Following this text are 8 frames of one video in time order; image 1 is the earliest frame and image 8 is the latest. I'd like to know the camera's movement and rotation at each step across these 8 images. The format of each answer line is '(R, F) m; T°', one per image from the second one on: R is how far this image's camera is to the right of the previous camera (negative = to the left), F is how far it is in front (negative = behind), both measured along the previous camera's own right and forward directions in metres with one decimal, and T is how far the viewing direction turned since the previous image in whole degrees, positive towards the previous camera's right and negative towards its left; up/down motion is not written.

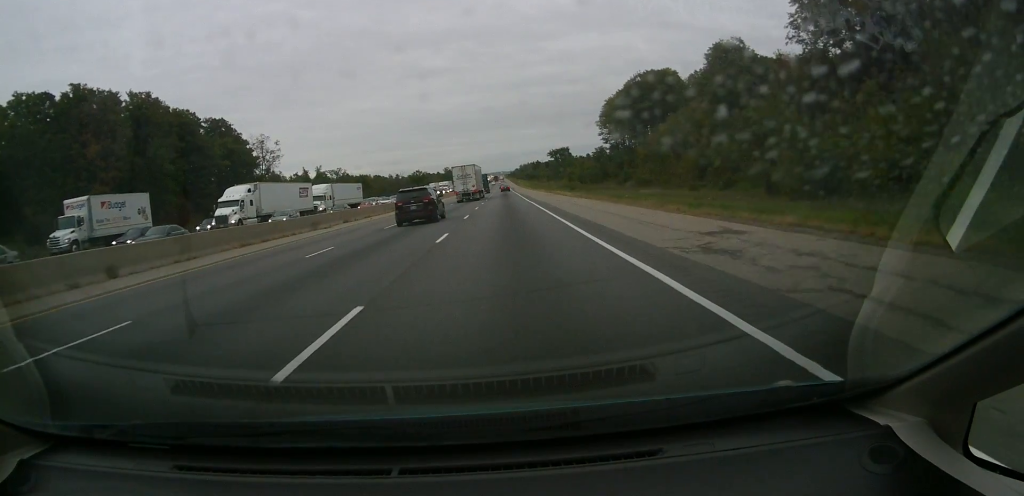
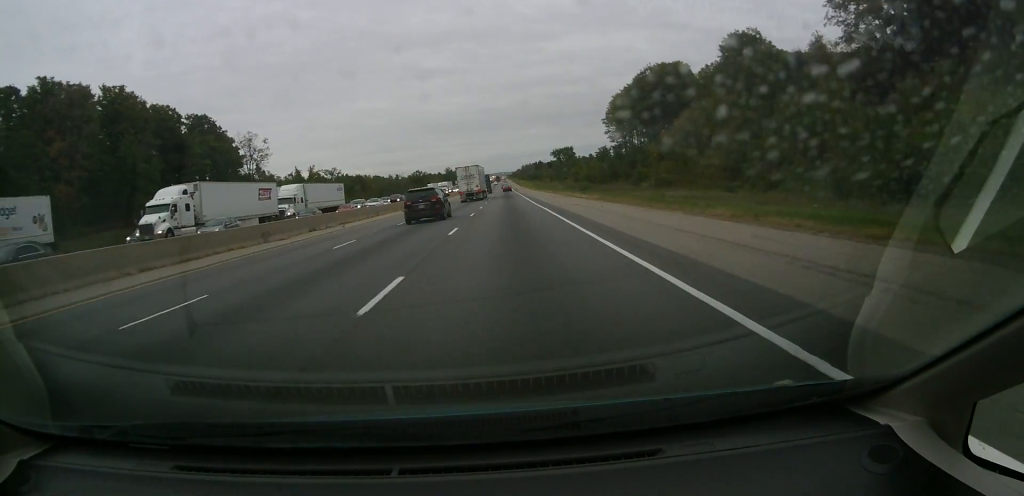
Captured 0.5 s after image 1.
(+0.1, +9.5) m; 0°
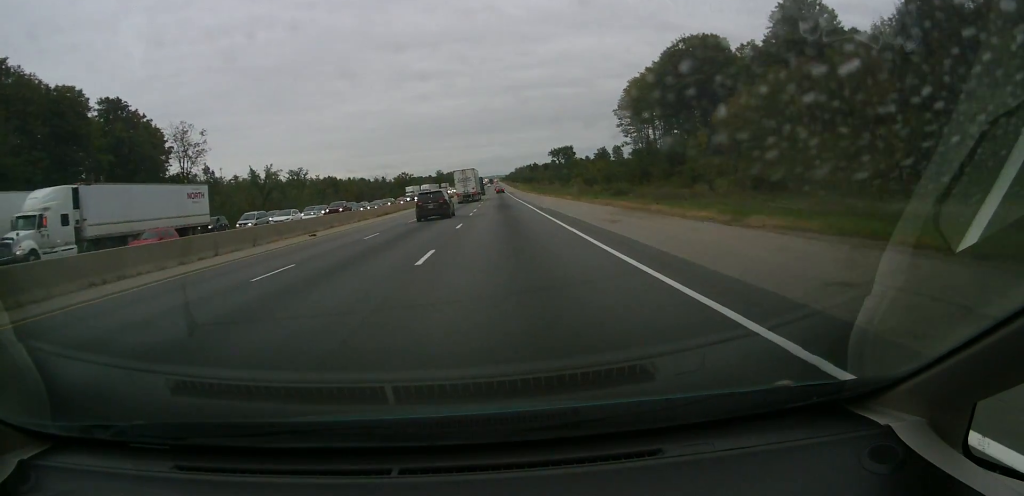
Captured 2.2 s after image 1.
(-1.5, +30.6) m; -2°
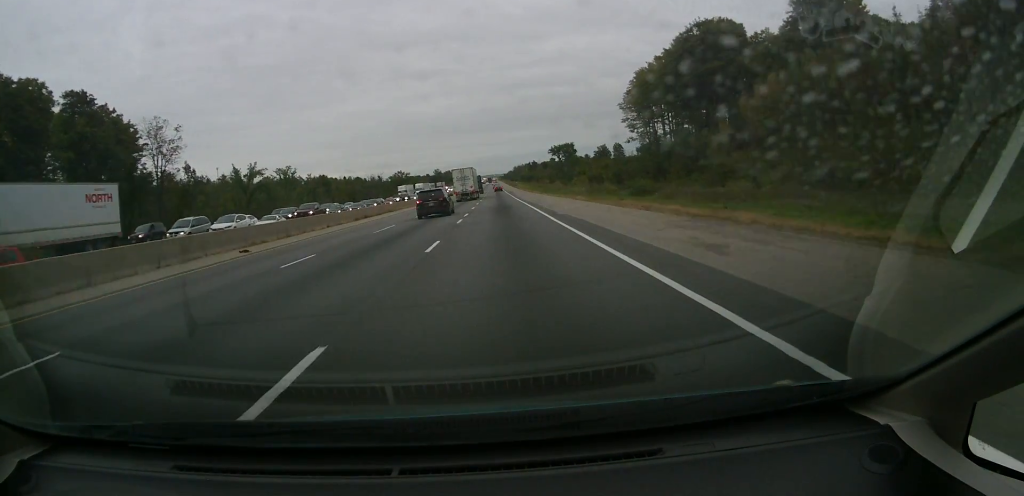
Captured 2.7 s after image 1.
(+0.2, +9.5) m; +1°
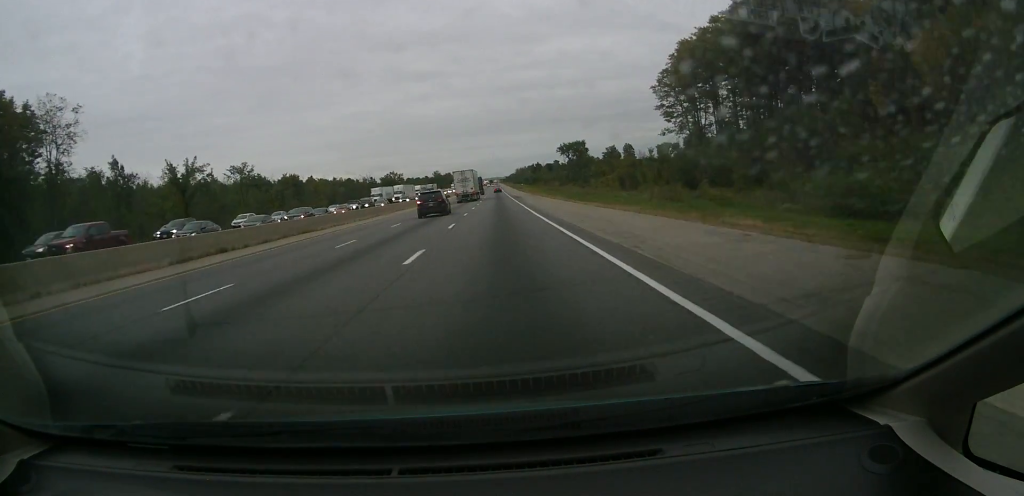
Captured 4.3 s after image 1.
(+0.9, +30.7) m; 0°
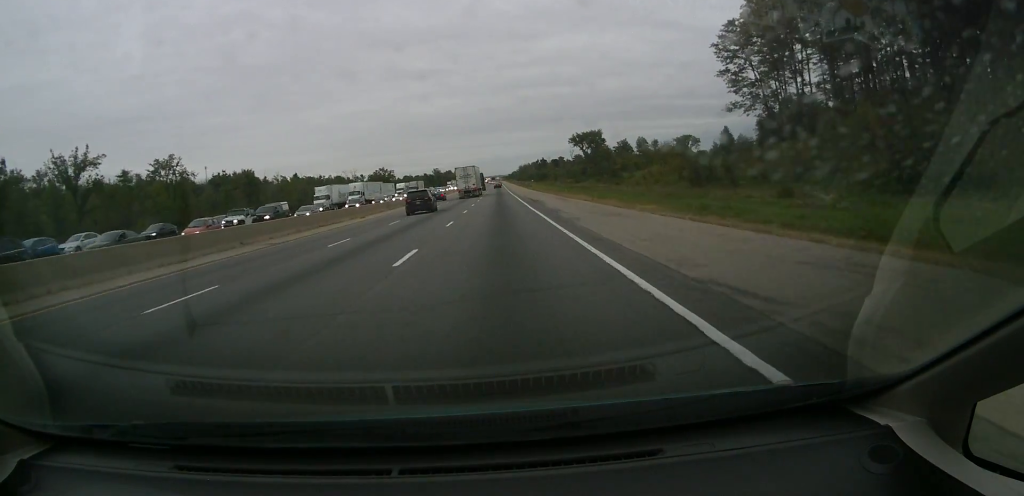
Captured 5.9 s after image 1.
(-0.5, +35.1) m; -1°
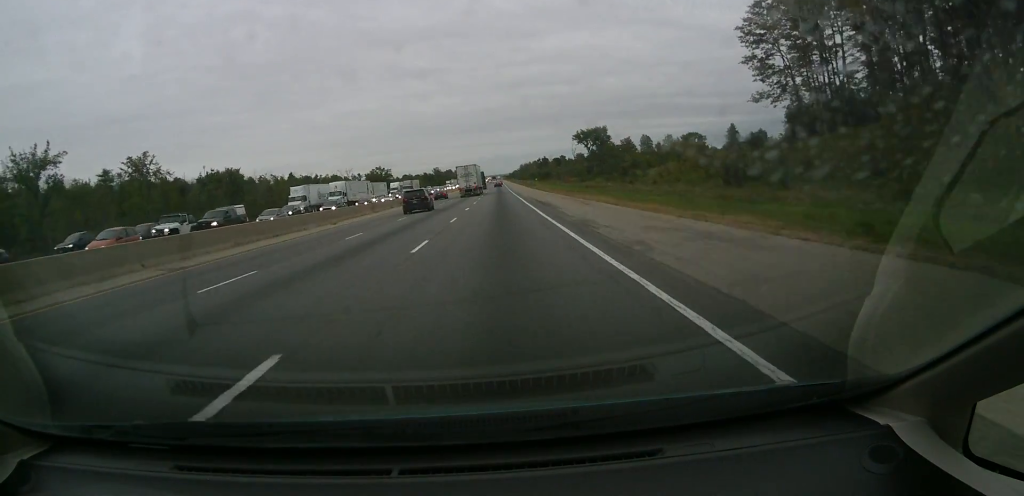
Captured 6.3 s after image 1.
(+0.2, +9.7) m; 0°
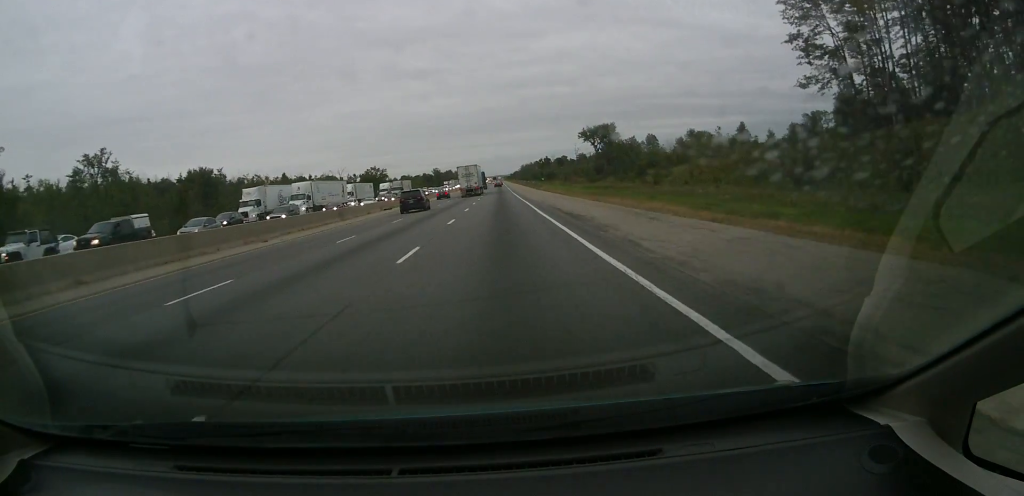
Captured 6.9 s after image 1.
(-0.3, +13.6) m; 0°
